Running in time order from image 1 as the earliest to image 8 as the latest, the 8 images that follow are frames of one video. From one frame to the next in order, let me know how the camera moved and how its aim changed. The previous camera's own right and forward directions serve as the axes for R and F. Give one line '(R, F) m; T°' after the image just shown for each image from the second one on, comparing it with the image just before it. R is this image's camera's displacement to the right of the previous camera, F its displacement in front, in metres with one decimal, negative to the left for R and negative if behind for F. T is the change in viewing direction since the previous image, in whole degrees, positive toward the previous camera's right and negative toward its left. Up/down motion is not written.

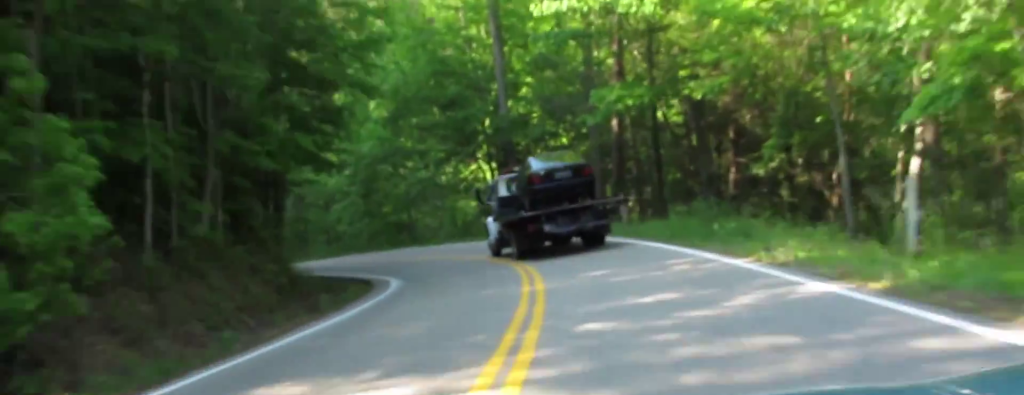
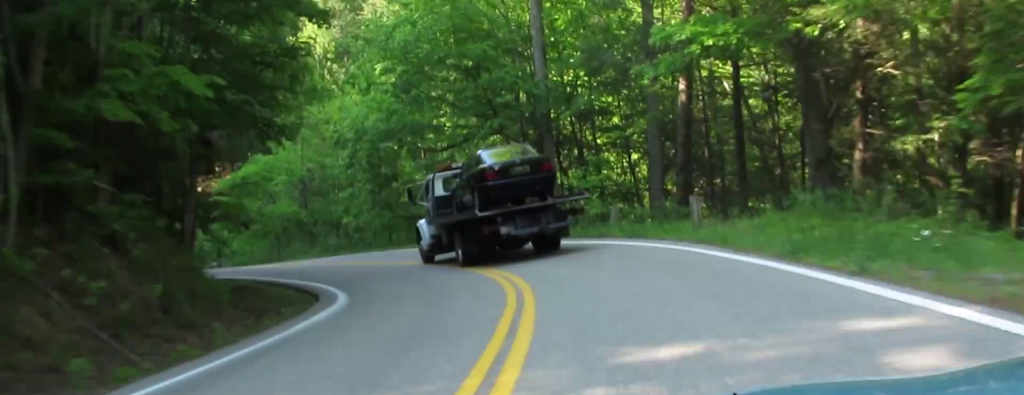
(-0.5, +11.1) m; -11°
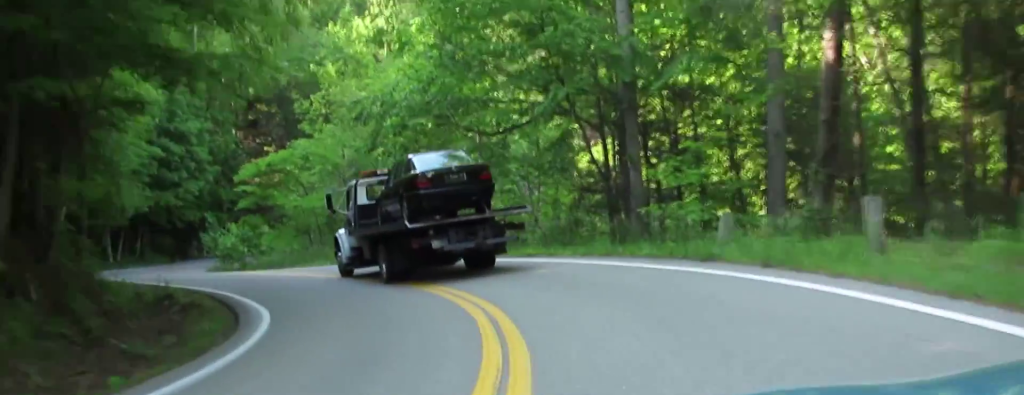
(-0.8, +9.6) m; -15°
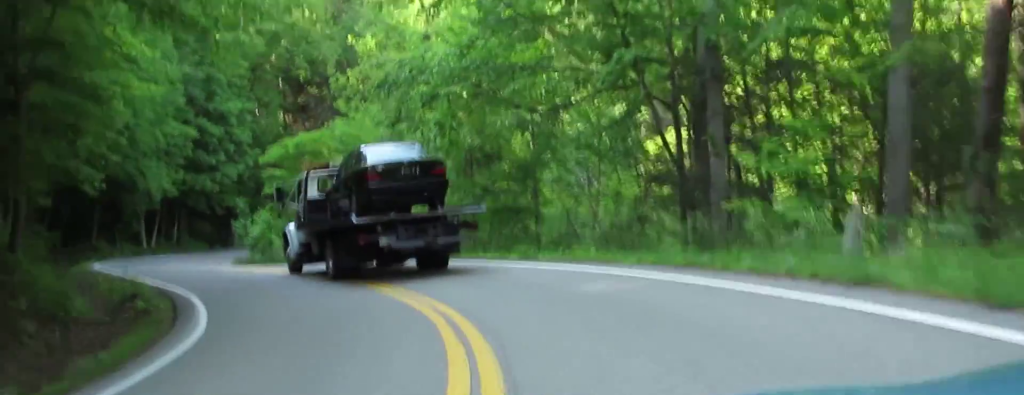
(-1.3, +5.2) m; -6°
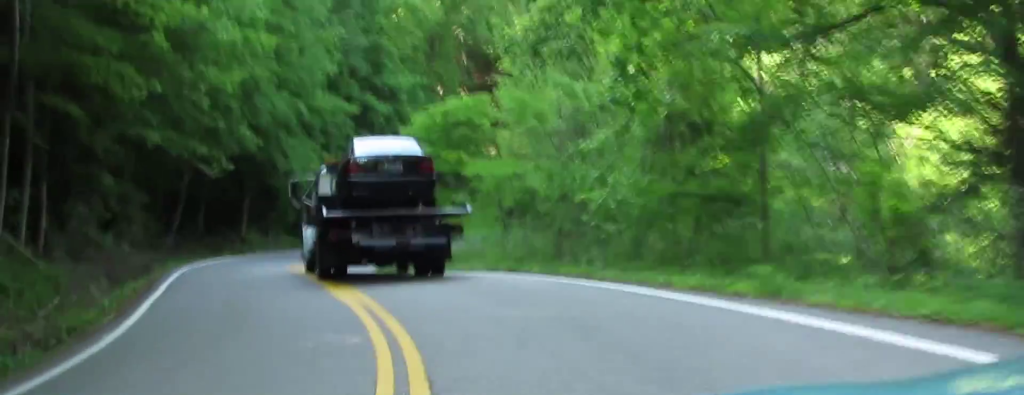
(-0.4, +11.6) m; -5°
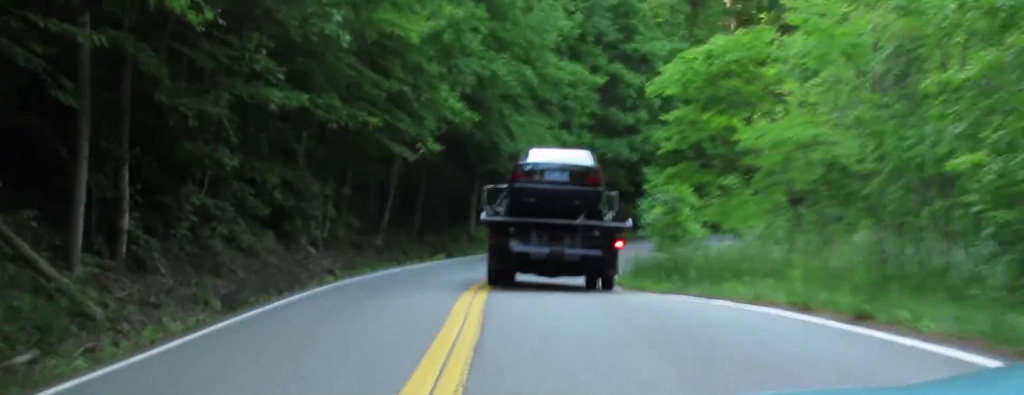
(-0.5, +10.3) m; -1°
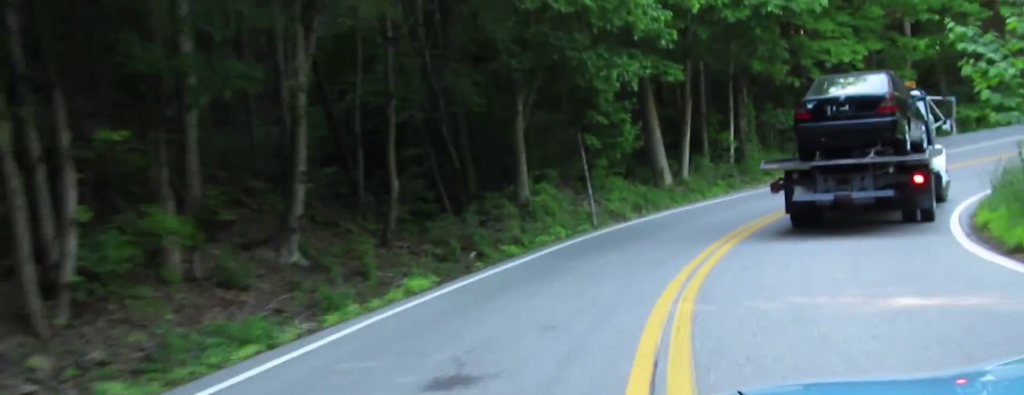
(+3.4, +24.0) m; +18°
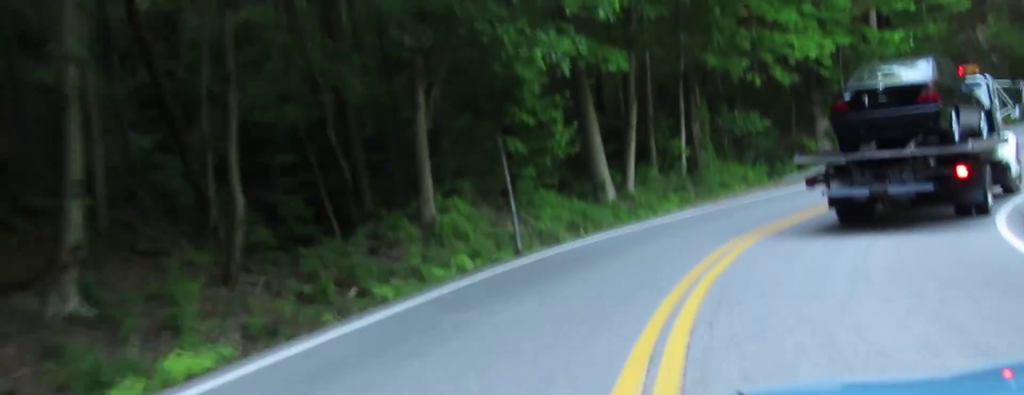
(-0.2, +4.7) m; +5°
